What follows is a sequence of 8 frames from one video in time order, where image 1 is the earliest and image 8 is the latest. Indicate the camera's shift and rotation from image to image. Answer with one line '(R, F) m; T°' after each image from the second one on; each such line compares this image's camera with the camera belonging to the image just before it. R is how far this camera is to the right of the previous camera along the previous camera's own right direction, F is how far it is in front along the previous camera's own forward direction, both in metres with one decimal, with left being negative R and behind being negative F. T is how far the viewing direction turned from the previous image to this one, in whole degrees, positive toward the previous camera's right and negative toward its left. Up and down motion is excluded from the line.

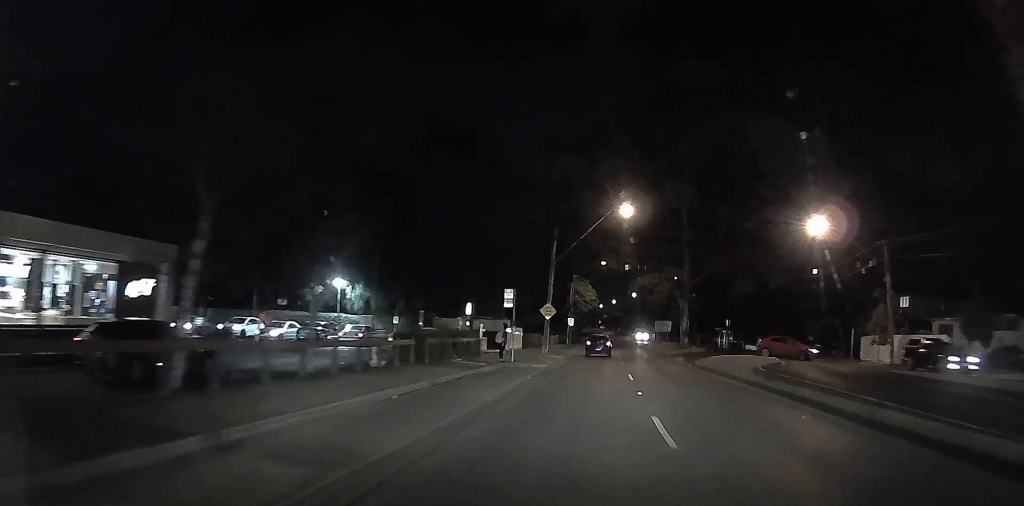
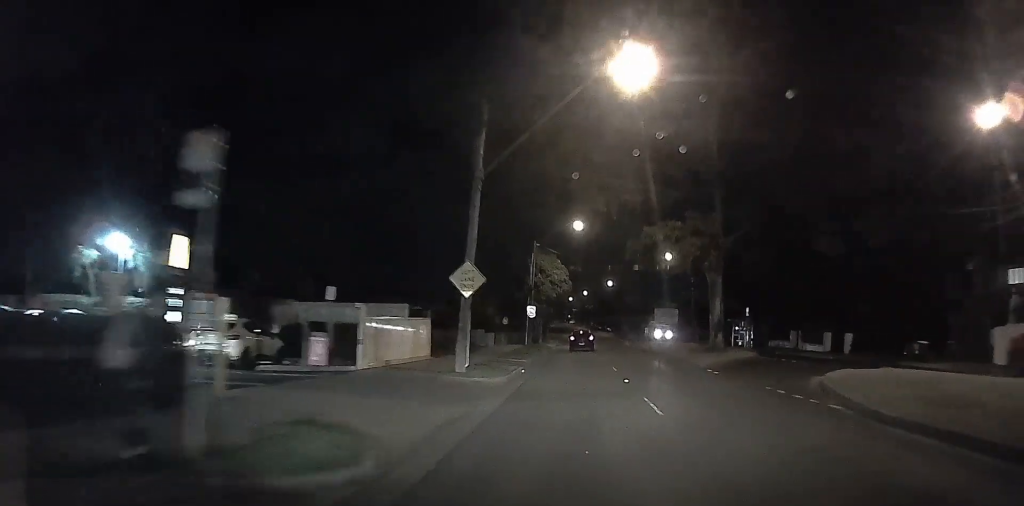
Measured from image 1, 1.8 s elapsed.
(-0.2, +26.6) m; -1°
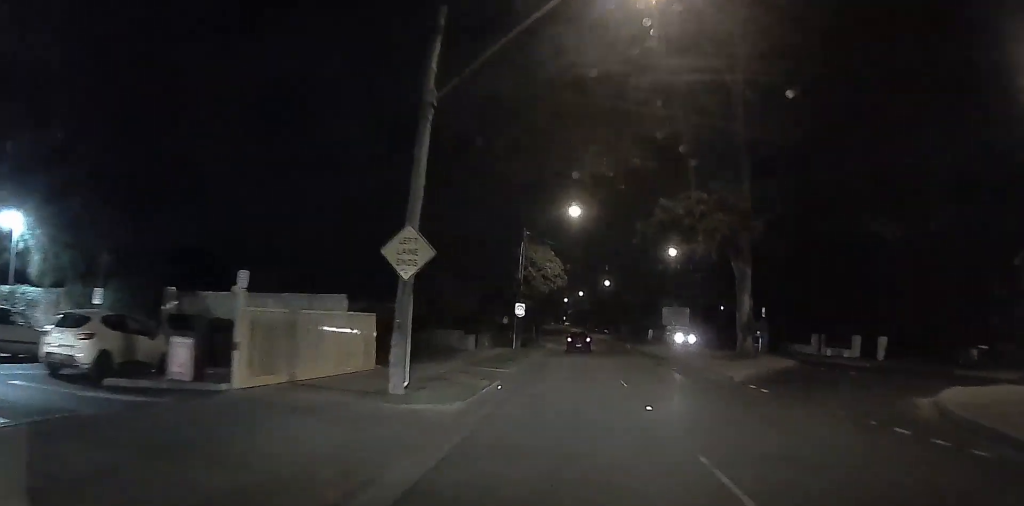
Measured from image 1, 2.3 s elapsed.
(0.0, +6.9) m; 0°
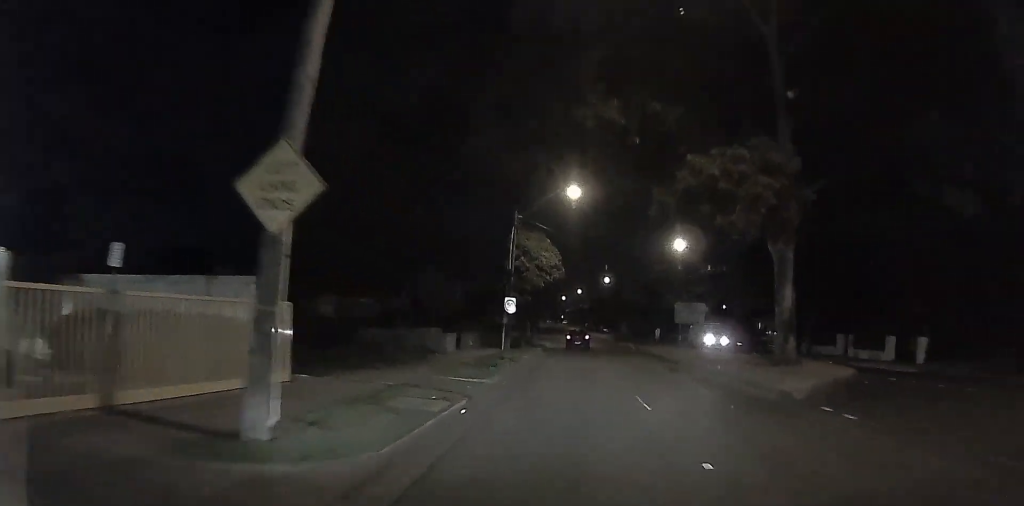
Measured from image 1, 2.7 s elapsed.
(0.0, +6.0) m; 0°
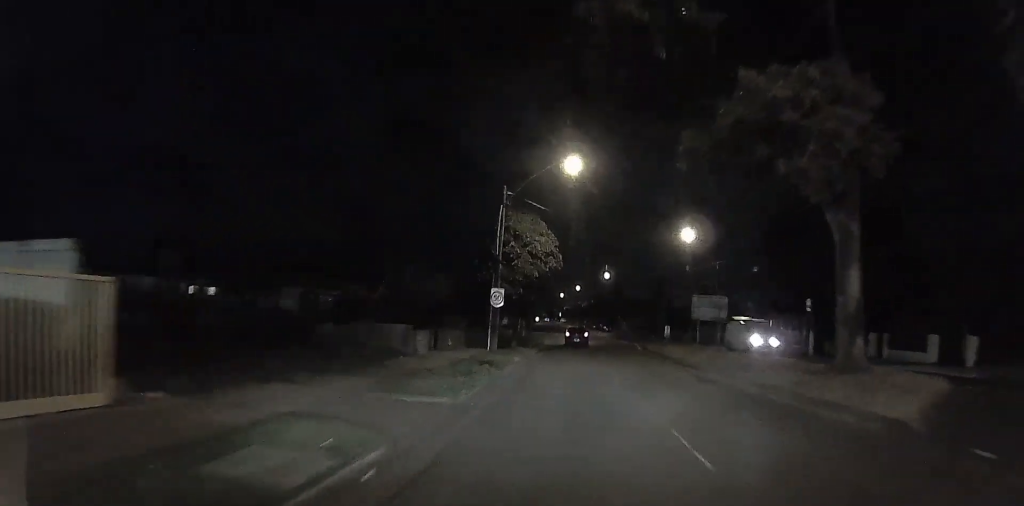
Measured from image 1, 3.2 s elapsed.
(0.0, +5.2) m; 0°
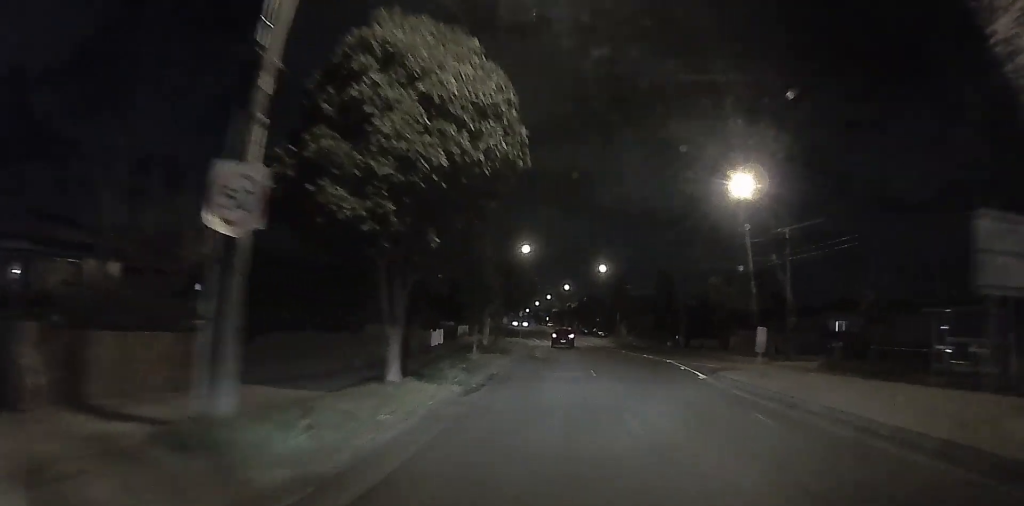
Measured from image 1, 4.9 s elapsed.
(+0.1, +19.5) m; -1°
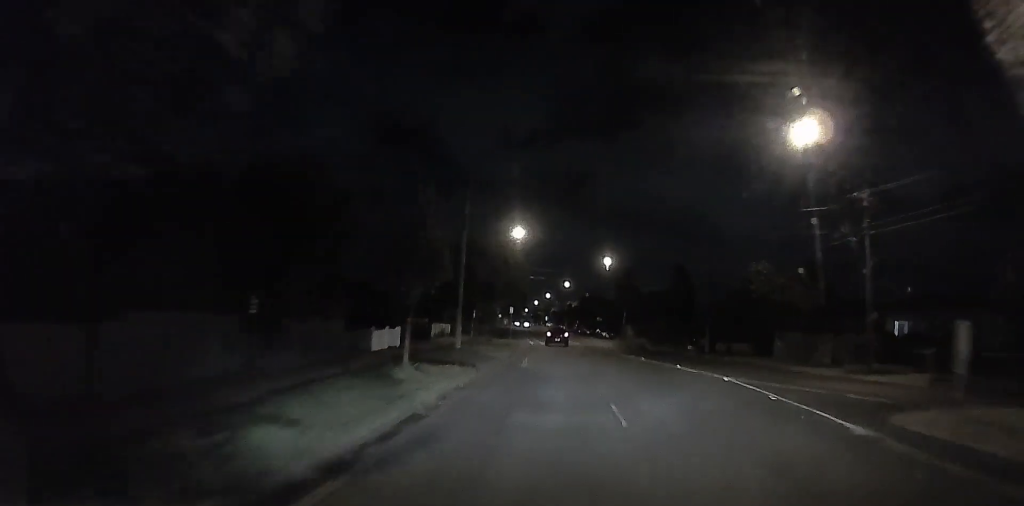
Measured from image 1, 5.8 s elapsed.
(+0.1, +9.6) m; -7°
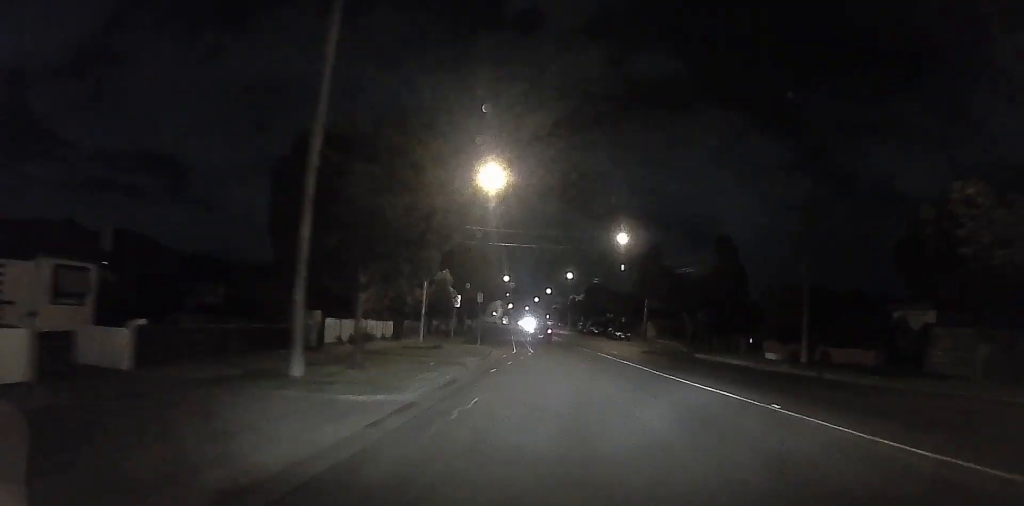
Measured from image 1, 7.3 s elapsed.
(-0.6, +20.1) m; +5°
